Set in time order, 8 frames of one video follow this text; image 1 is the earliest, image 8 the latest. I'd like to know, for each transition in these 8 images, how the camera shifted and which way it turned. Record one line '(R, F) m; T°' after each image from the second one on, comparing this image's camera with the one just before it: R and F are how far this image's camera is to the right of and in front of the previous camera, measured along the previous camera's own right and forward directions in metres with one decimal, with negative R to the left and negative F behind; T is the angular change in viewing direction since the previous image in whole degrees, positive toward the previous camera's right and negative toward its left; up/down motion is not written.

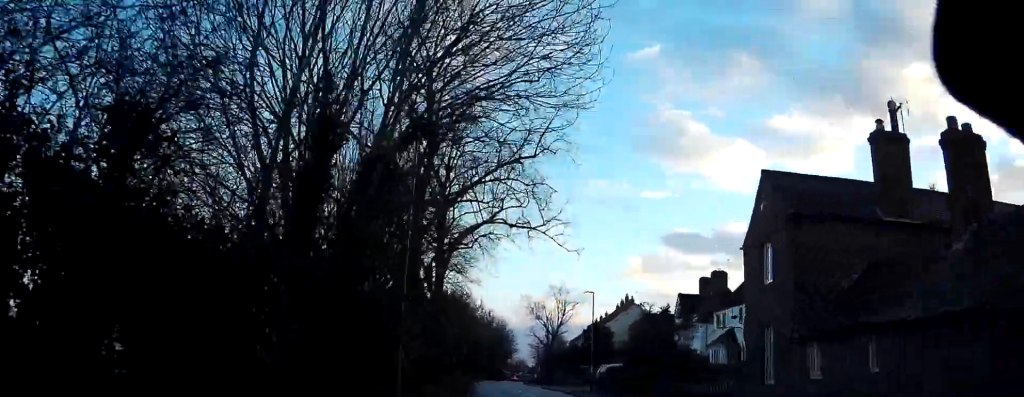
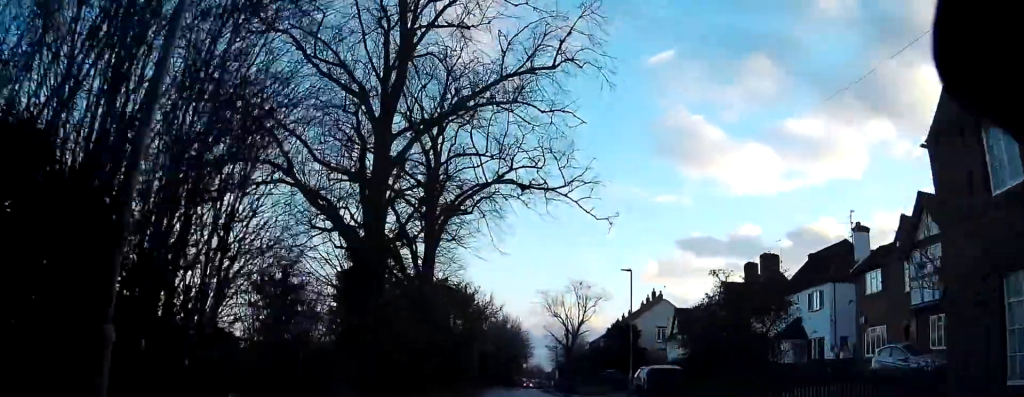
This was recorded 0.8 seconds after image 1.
(-0.1, +10.9) m; -1°
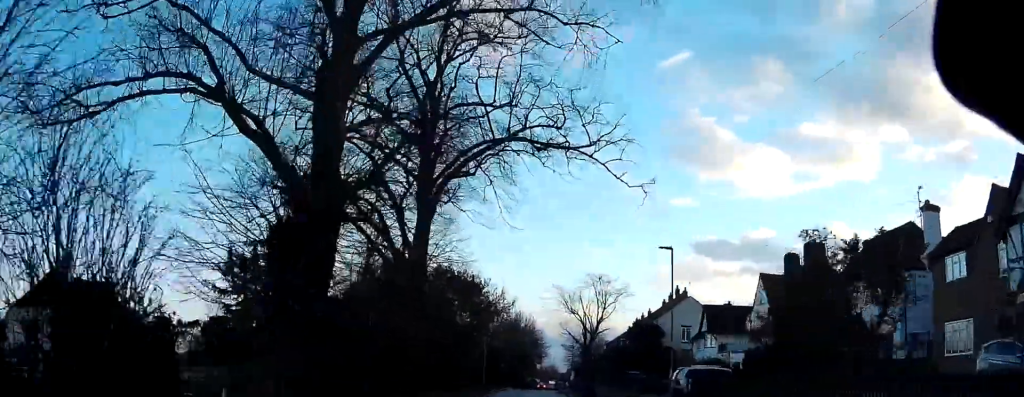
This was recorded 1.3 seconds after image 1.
(0.0, +6.8) m; 0°
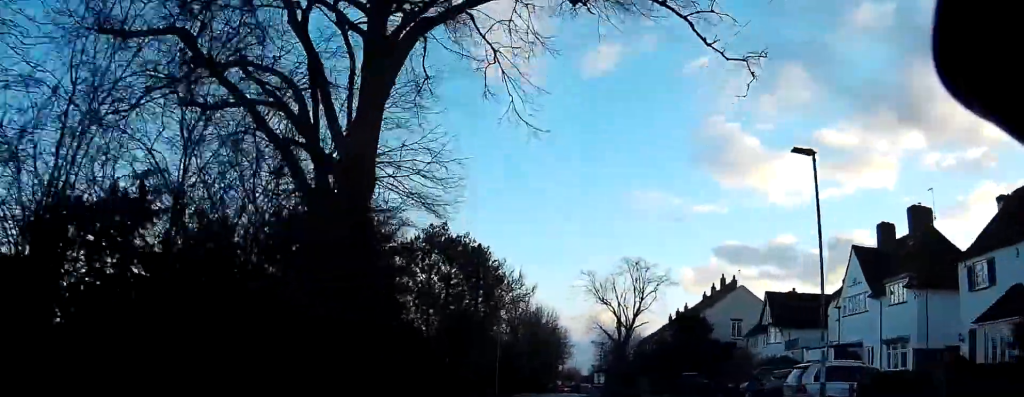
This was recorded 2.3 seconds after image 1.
(0.0, +13.0) m; -1°
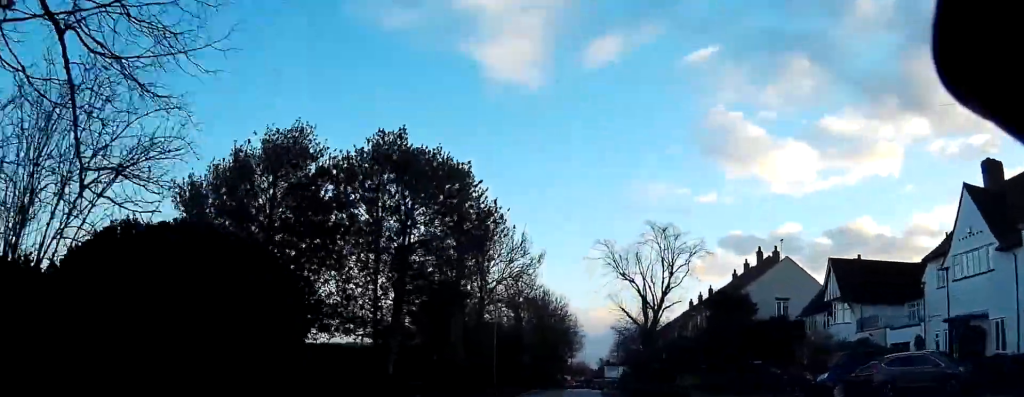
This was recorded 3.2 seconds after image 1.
(-0.2, +12.0) m; -1°
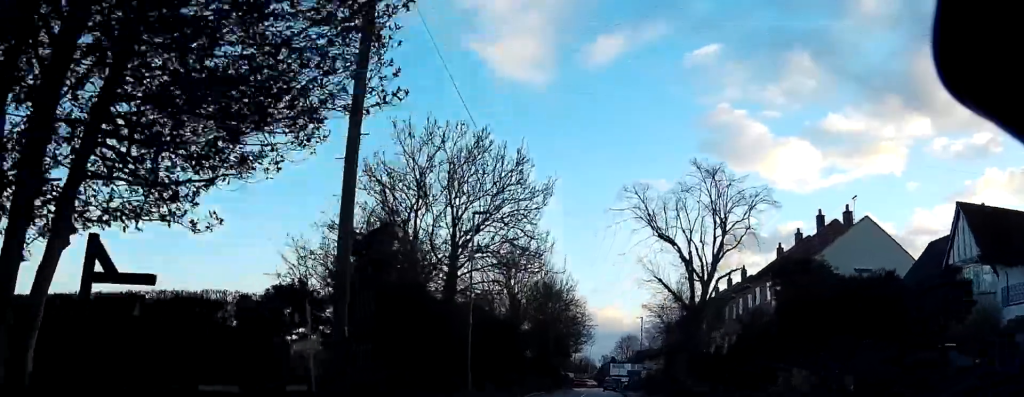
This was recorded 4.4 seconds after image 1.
(-0.1, +15.8) m; 0°
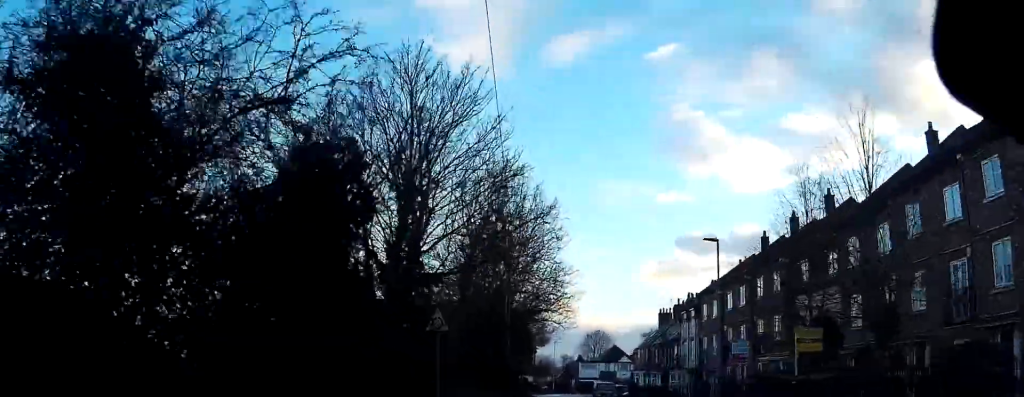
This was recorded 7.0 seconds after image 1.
(+0.4, +34.2) m; +2°
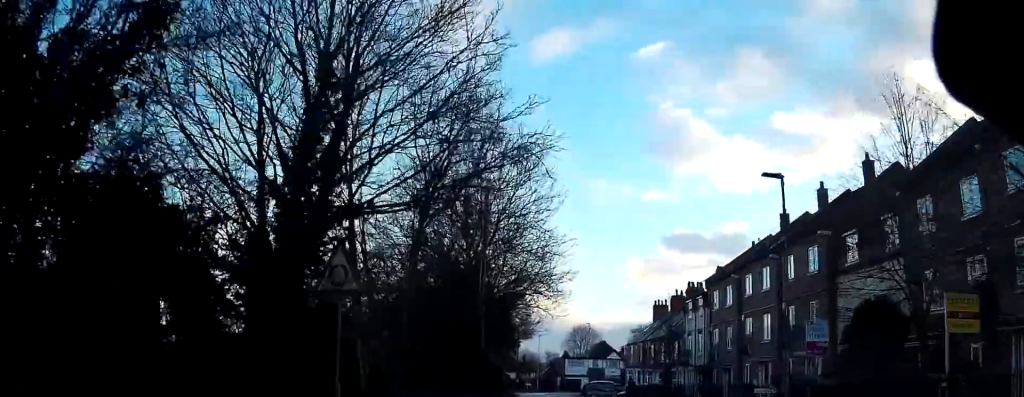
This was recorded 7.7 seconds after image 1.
(+0.1, +8.3) m; +1°
